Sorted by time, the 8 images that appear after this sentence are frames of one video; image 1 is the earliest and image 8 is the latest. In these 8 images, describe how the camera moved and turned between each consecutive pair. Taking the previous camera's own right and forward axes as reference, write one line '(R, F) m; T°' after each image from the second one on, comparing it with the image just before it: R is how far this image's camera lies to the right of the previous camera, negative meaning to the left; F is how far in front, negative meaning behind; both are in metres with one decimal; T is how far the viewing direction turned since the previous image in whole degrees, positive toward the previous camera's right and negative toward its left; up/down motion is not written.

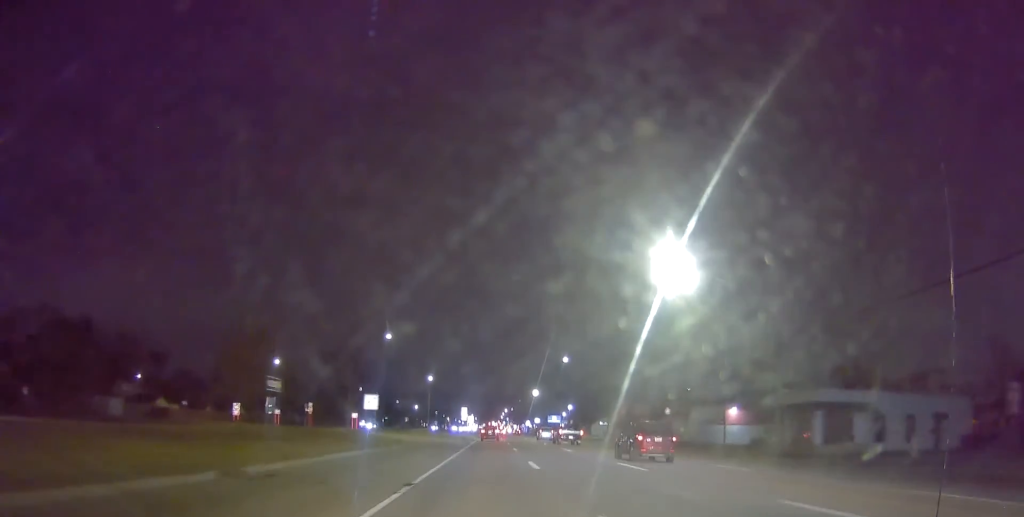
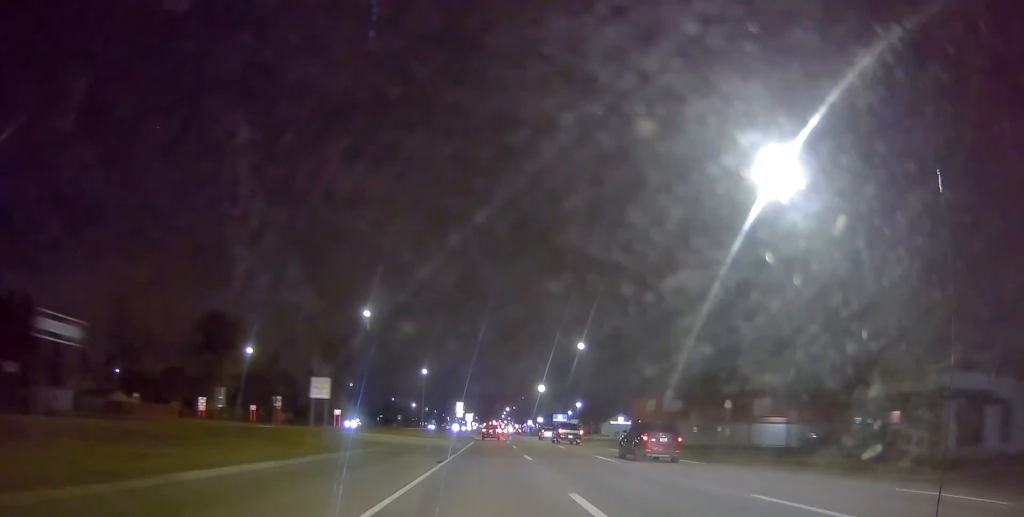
(+0.5, +11.8) m; 0°
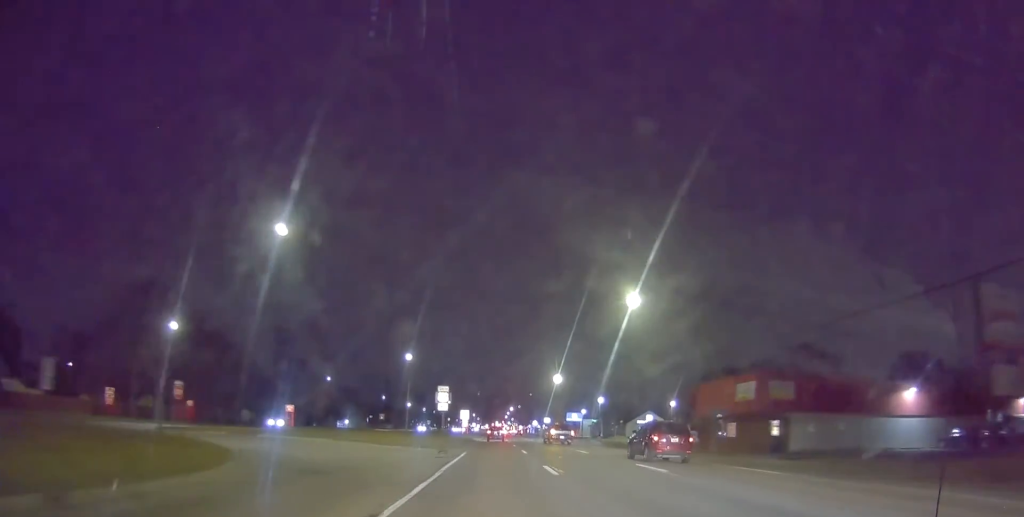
(-0.5, +22.3) m; -1°
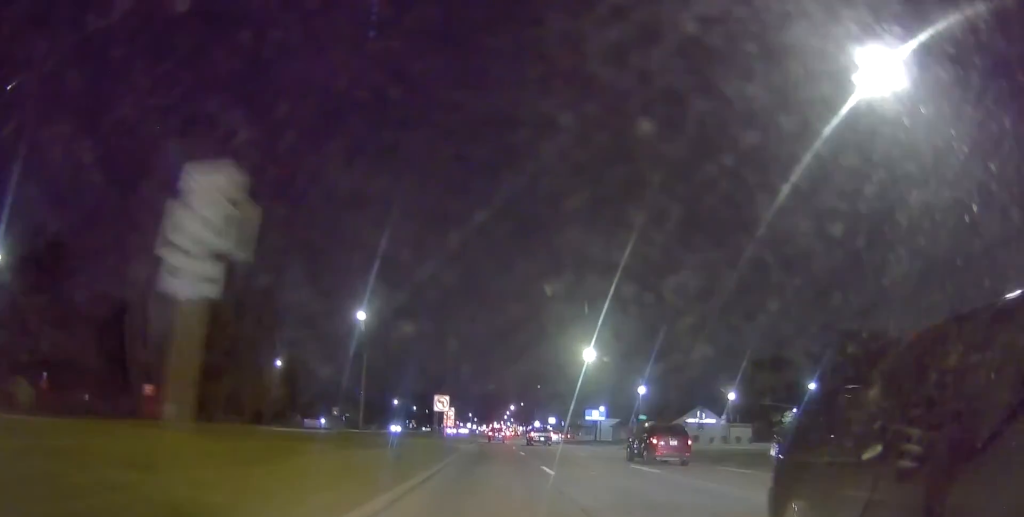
(+0.9, +29.3) m; +3°
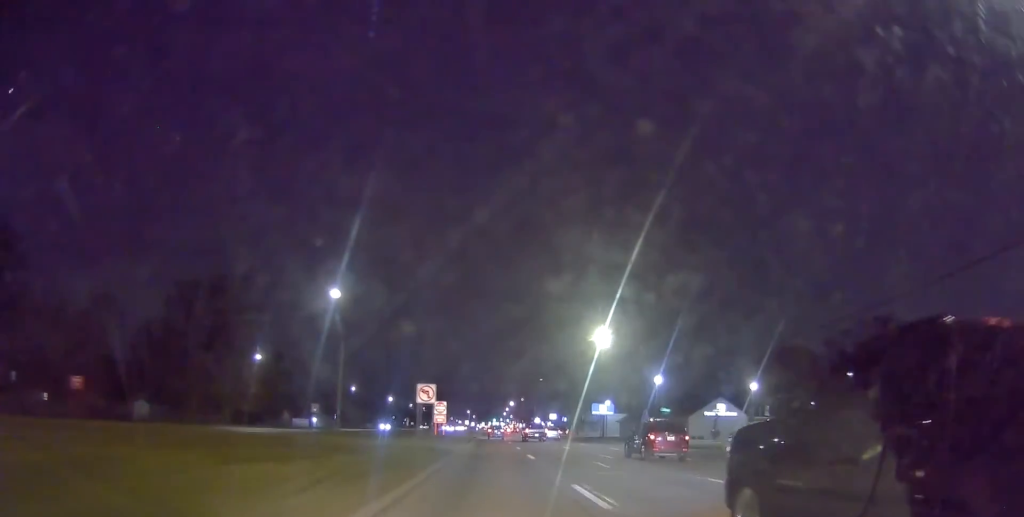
(+0.1, +7.9) m; +1°
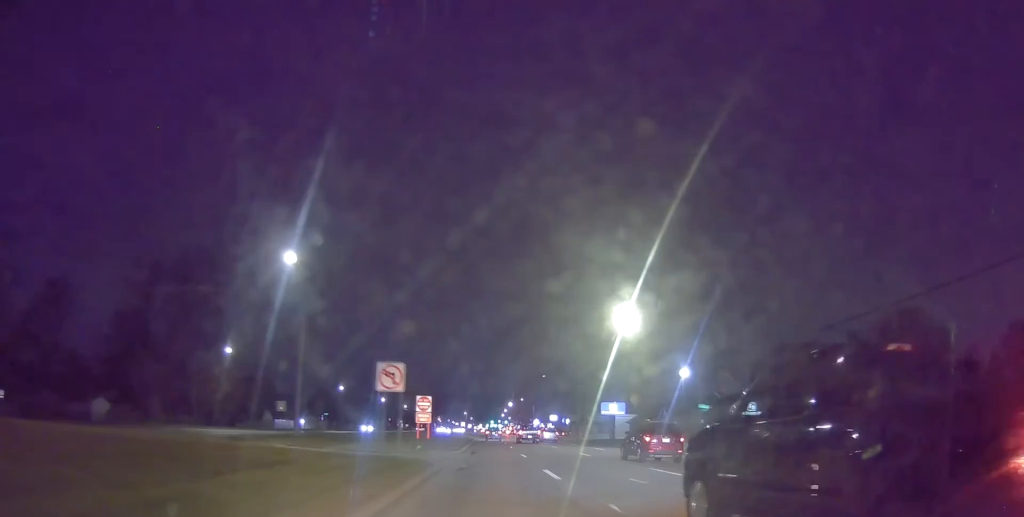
(0.0, +9.7) m; -1°
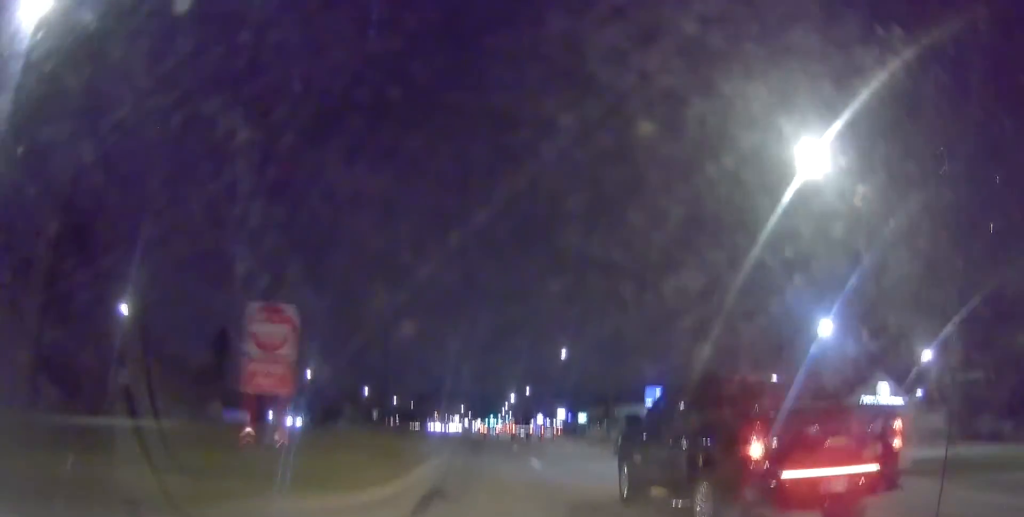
(-0.8, +25.0) m; -2°
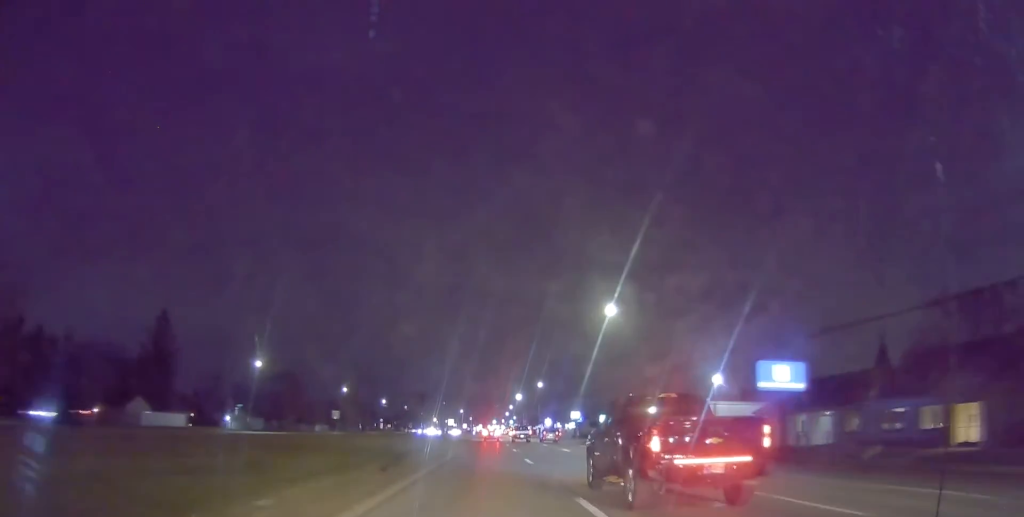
(+0.5, +27.1) m; +2°
